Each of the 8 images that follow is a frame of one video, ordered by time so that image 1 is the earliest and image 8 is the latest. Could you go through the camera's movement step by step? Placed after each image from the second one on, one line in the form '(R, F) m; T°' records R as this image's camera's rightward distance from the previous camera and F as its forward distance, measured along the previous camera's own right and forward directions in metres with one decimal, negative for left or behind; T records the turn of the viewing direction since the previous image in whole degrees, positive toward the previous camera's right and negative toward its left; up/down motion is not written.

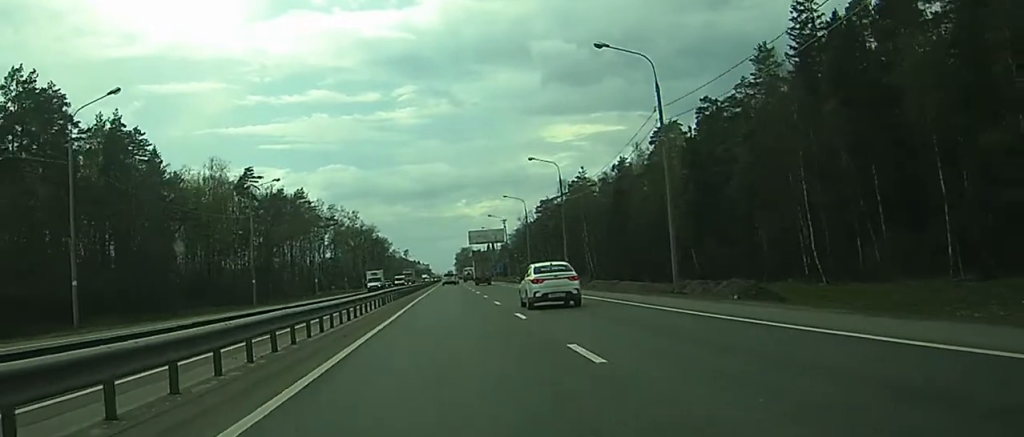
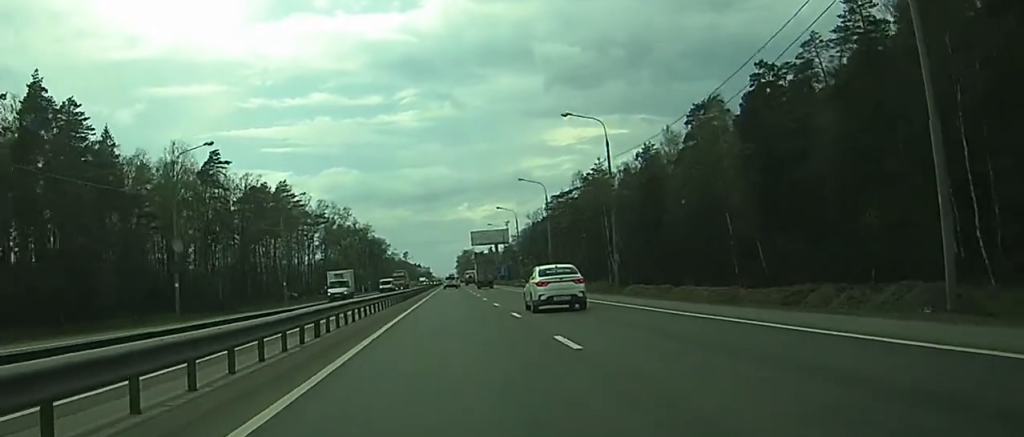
(0.0, +21.5) m; 0°
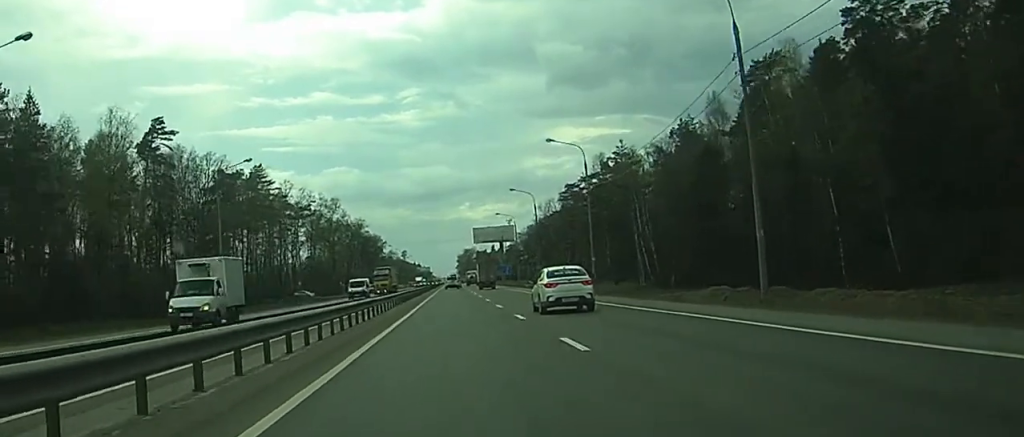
(0.0, +24.6) m; 0°
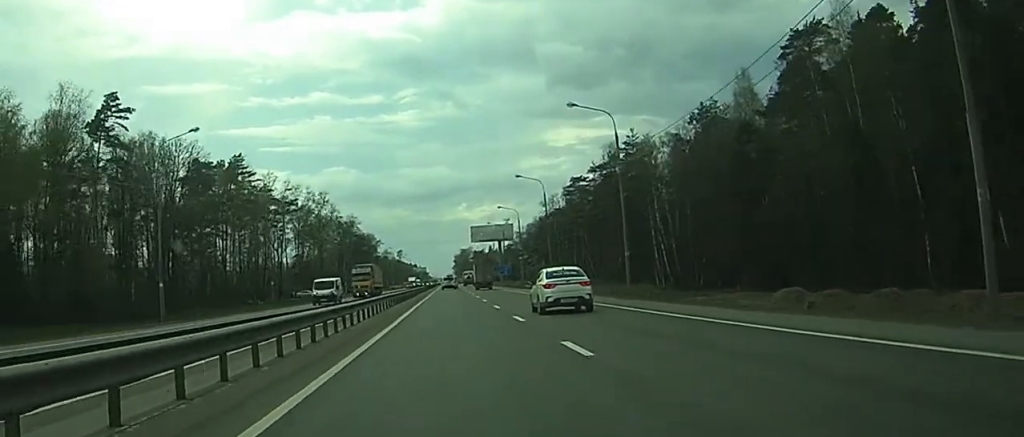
(0.0, +13.1) m; 0°
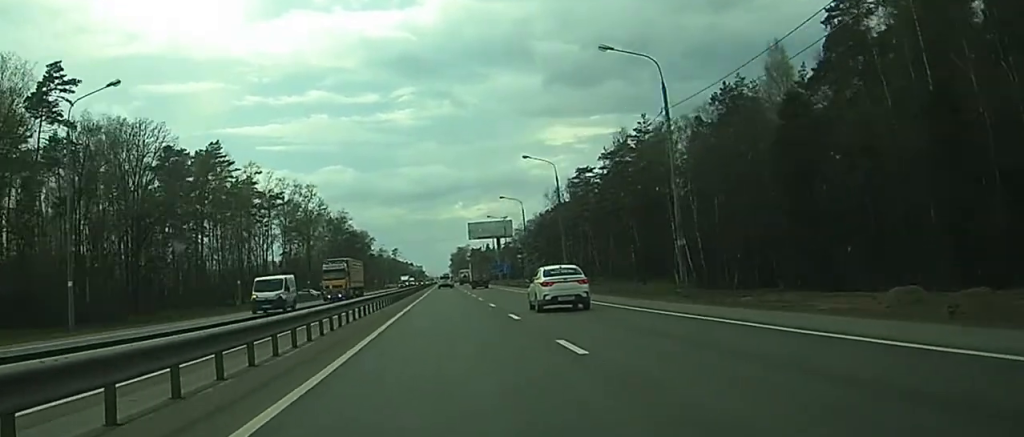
(-0.1, +12.3) m; 0°
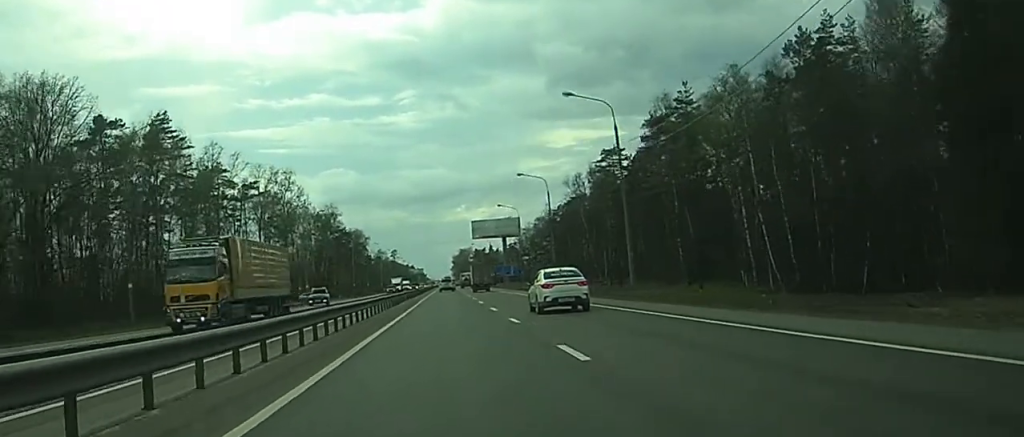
(+0.1, +25.2) m; 0°
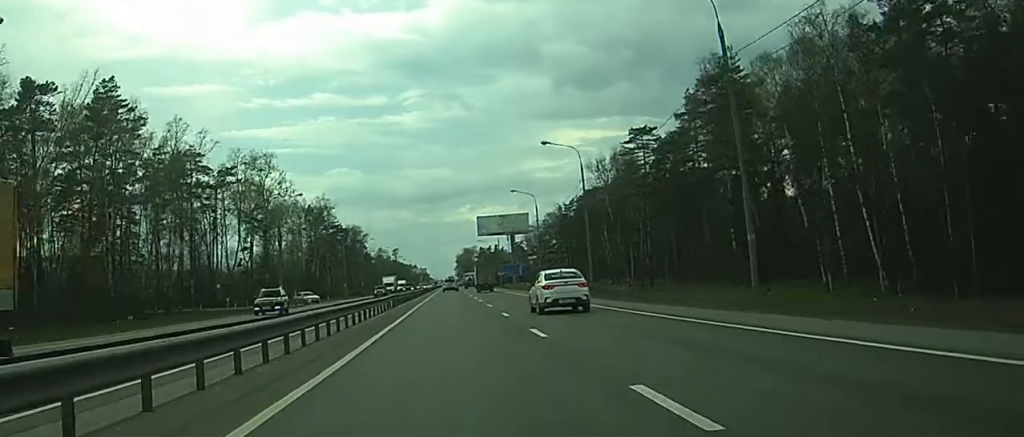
(0.0, +17.9) m; 0°
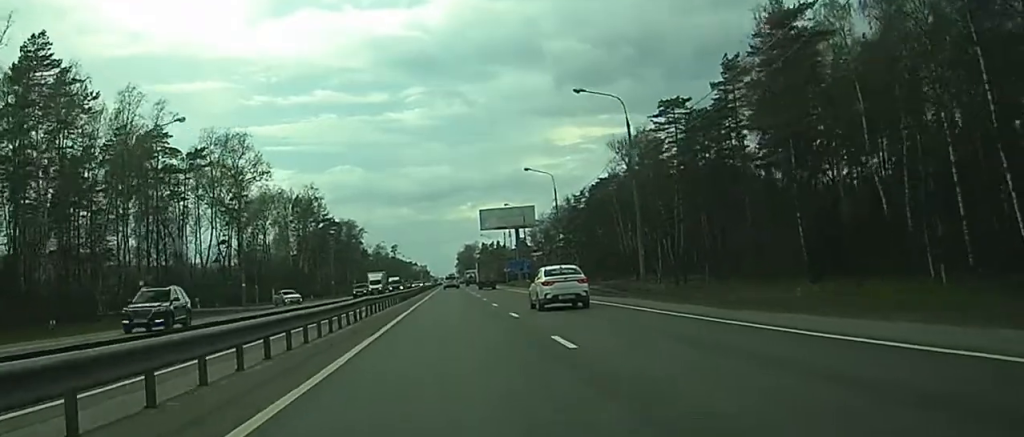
(+0.1, +15.2) m; 0°
